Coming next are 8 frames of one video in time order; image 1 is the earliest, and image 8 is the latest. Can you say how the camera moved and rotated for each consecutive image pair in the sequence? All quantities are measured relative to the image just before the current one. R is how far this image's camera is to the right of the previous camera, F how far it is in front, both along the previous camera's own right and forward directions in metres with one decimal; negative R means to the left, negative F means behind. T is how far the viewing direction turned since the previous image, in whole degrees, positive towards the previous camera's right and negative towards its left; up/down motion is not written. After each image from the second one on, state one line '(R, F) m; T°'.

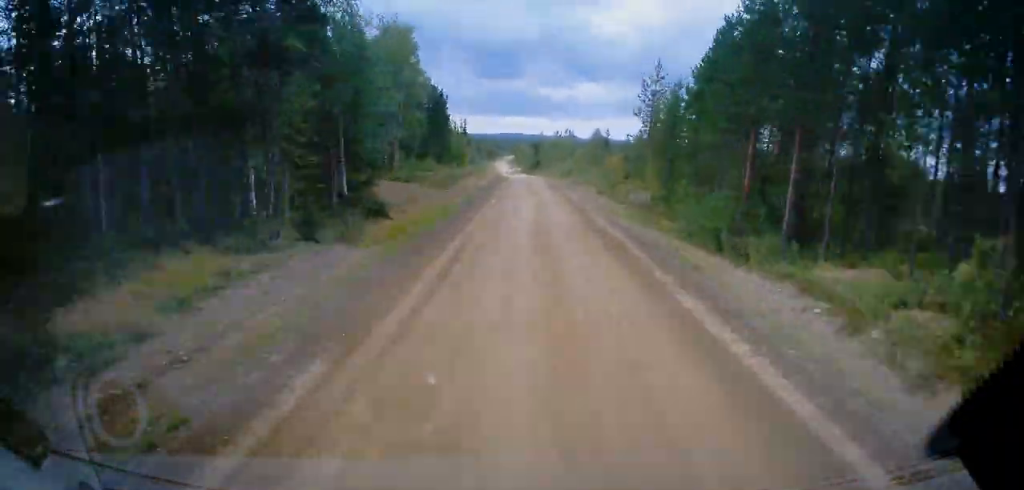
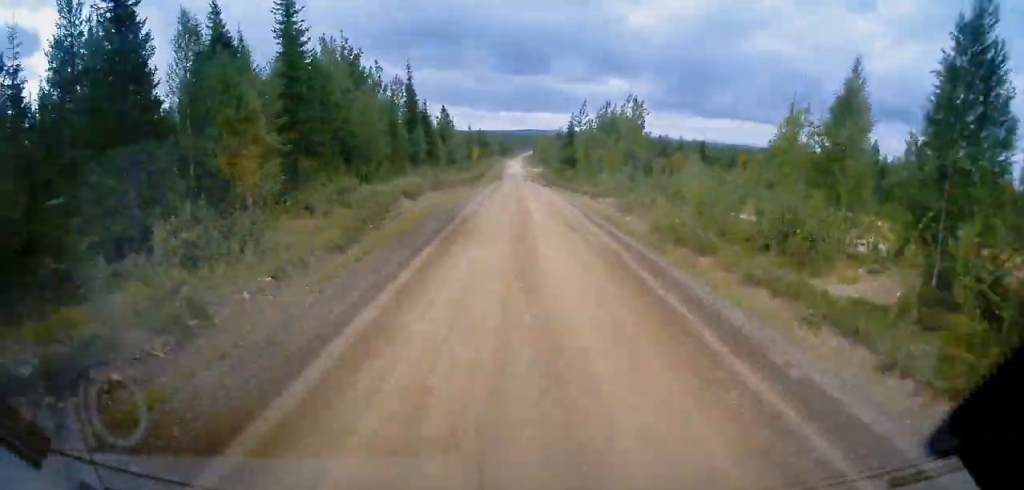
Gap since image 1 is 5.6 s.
(-1.3, +65.9) m; -2°
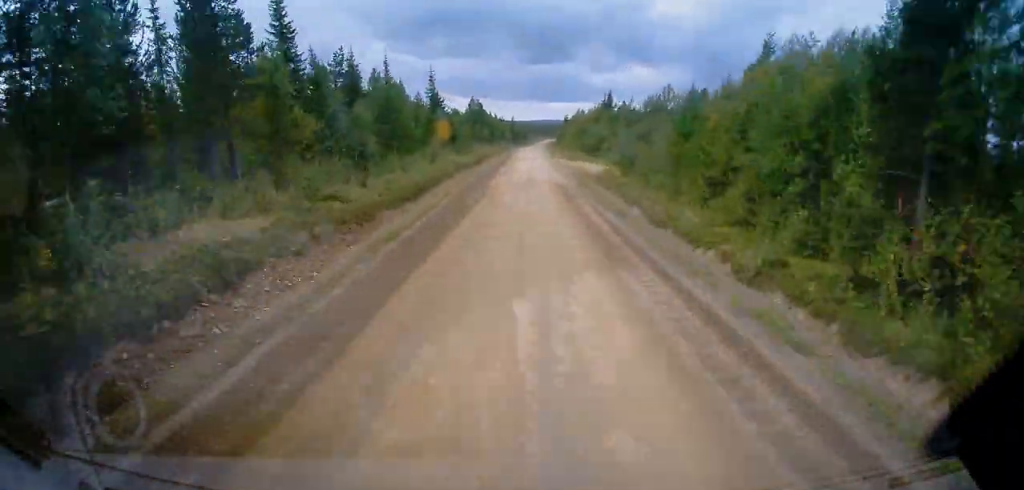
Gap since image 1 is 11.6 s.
(+1.1, +72.2) m; +1°
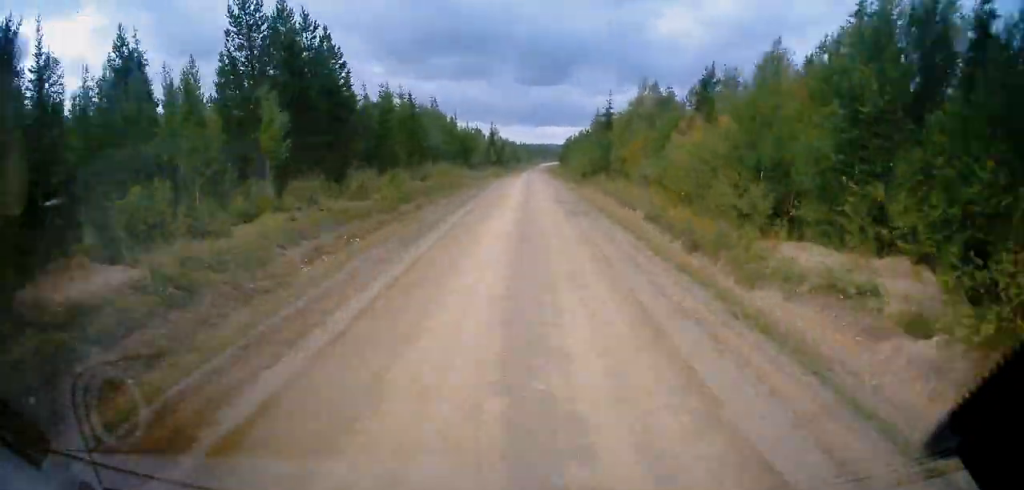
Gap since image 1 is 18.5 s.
(-5.0, +86.8) m; -4°
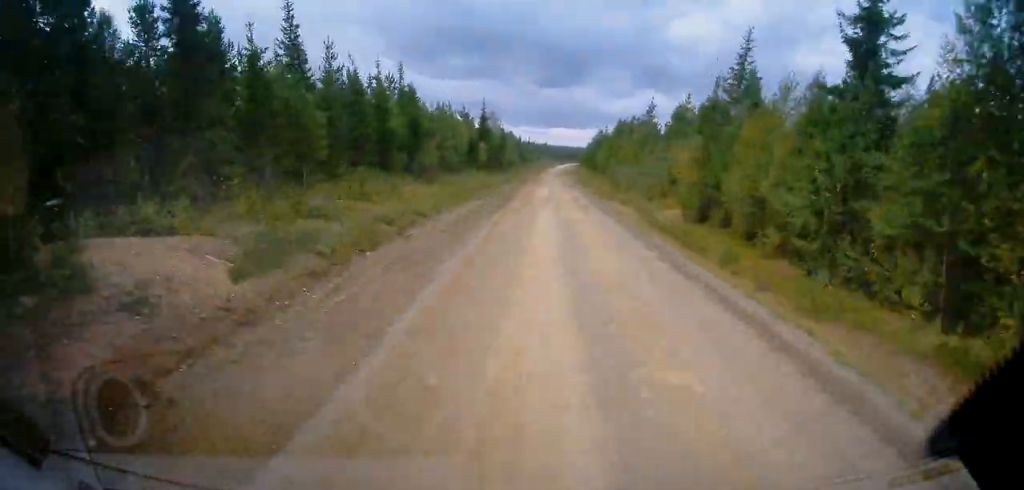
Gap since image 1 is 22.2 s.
(+2.6, +49.8) m; +4°
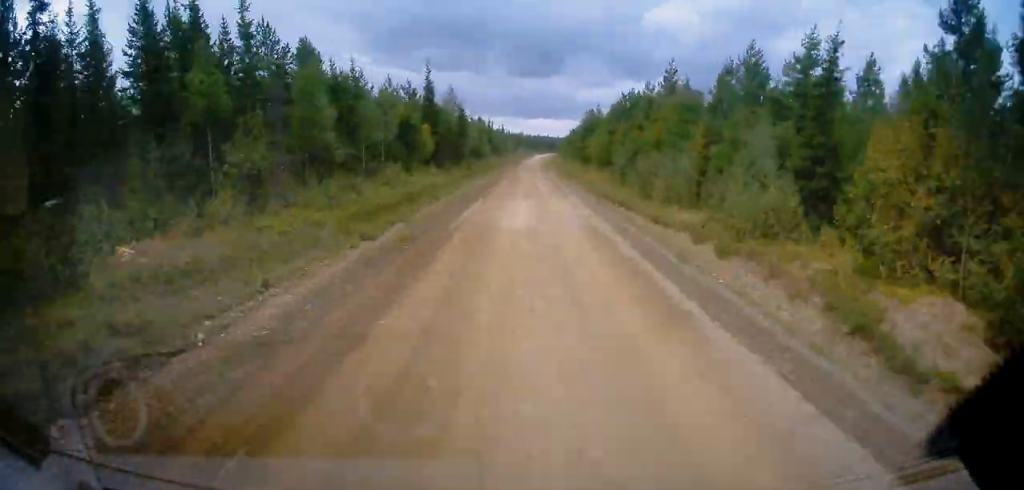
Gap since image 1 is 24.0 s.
(+0.4, +24.3) m; +1°
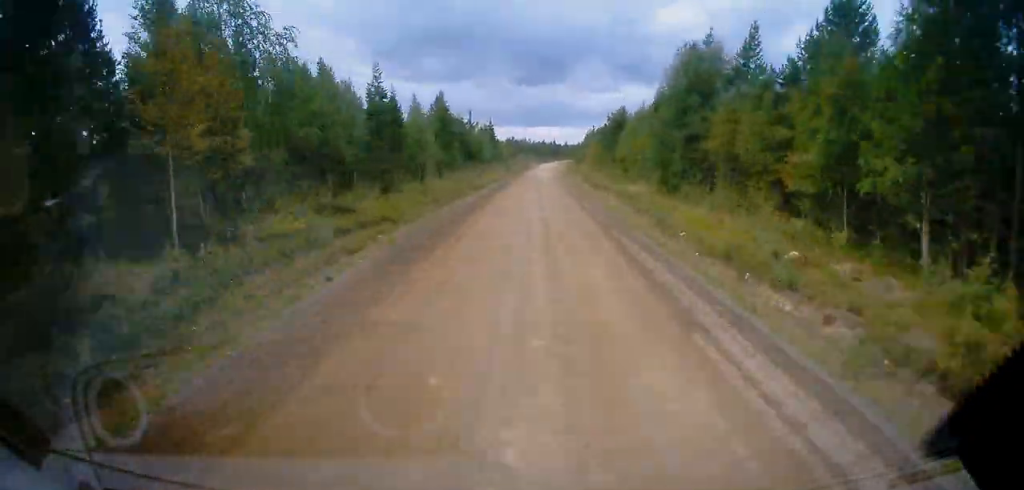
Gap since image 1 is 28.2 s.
(+0.9, +58.0) m; +1°
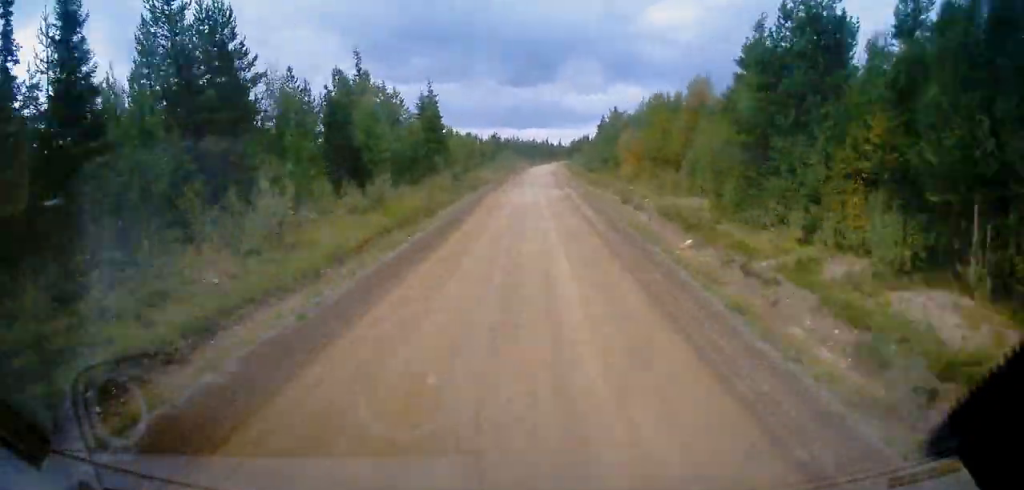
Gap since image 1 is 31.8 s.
(-0.4, +50.4) m; 0°
